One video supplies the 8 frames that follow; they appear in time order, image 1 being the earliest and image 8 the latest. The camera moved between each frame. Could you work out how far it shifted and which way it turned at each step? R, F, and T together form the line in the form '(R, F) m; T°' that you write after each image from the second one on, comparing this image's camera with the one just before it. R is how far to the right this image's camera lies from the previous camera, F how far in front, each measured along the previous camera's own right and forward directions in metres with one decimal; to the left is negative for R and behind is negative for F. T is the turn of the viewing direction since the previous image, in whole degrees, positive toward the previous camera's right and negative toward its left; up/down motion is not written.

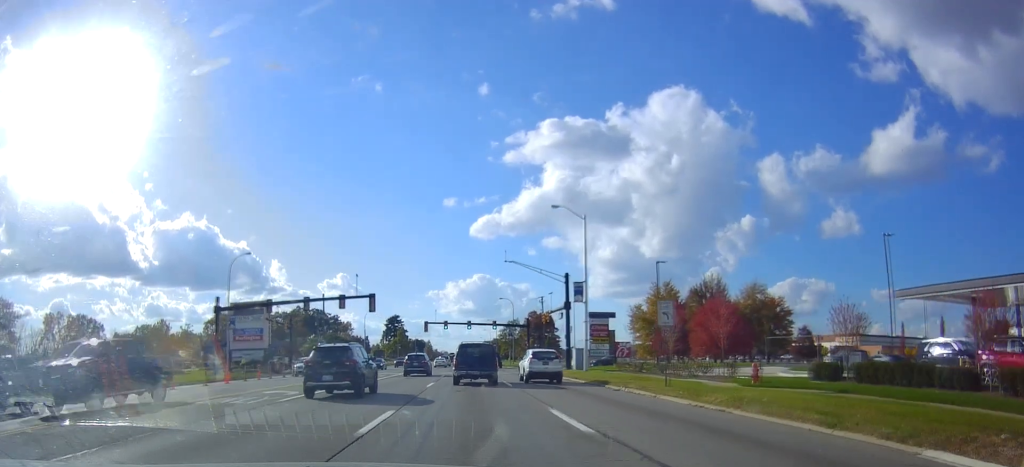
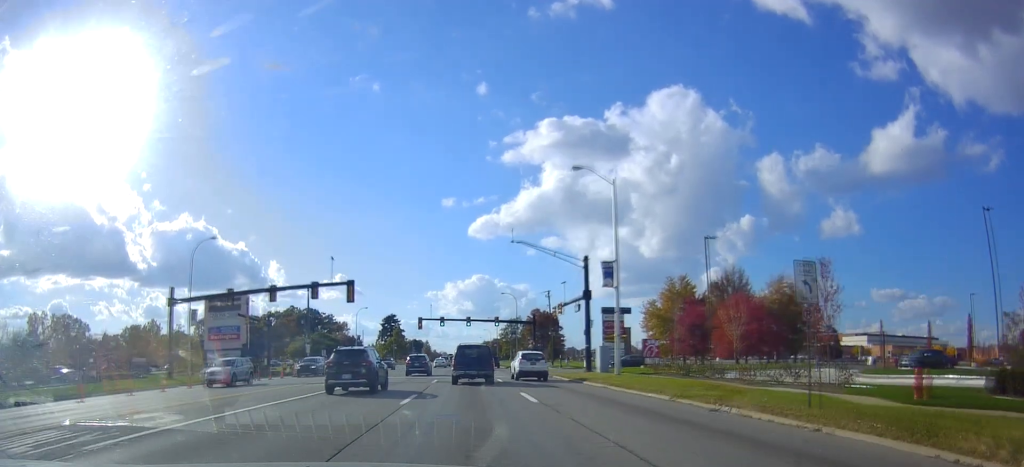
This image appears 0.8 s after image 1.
(-0.3, +9.7) m; -2°
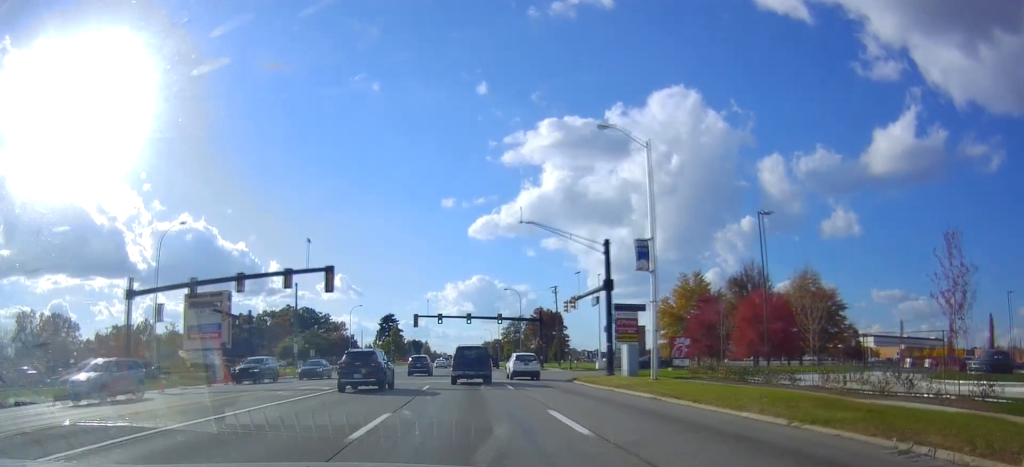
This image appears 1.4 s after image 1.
(-0.1, +6.9) m; 0°
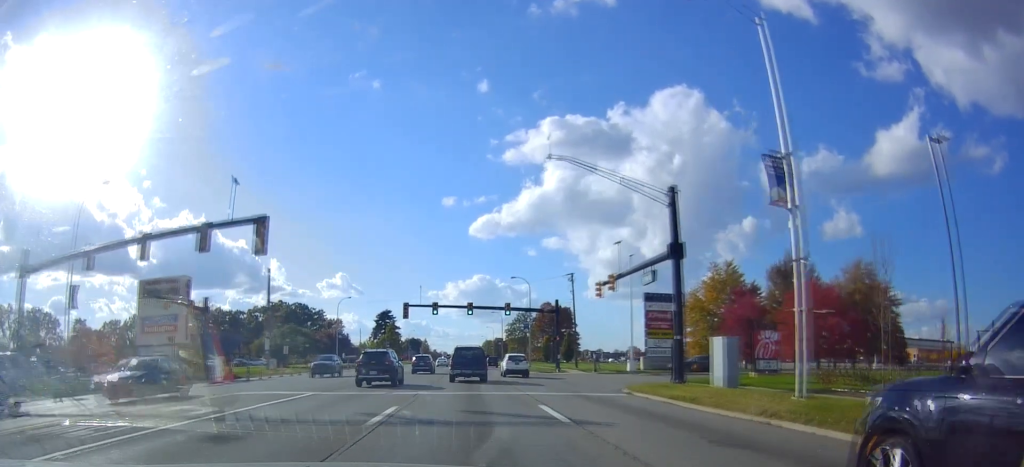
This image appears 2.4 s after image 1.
(+0.2, +12.9) m; +3°
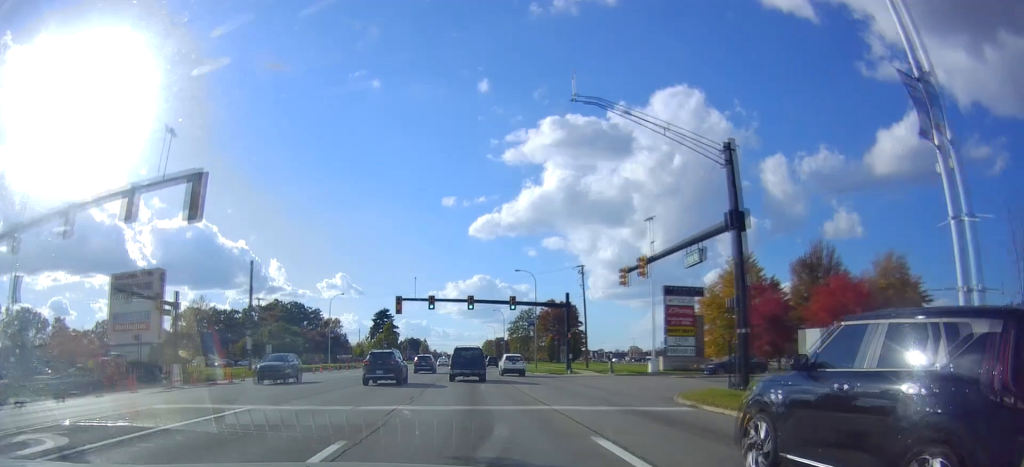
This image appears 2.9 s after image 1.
(+0.2, +6.4) m; +1°
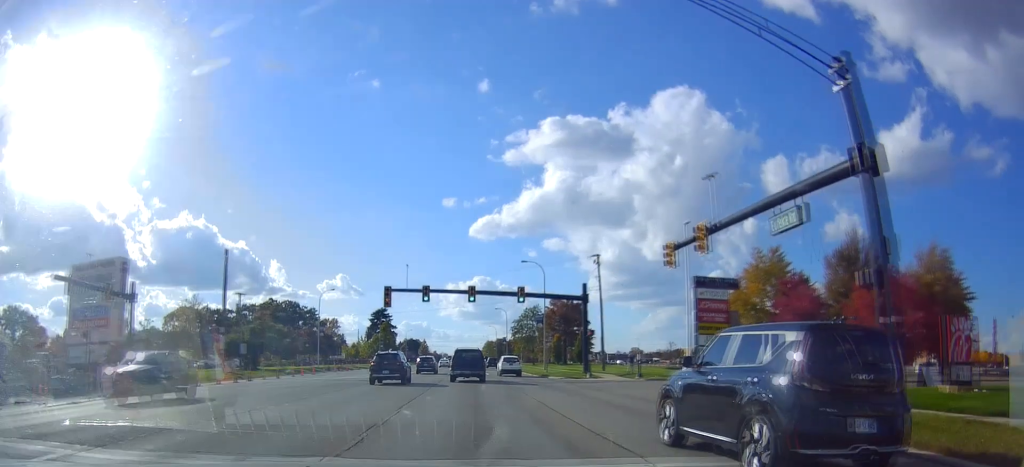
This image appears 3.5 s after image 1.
(+0.1, +7.9) m; 0°
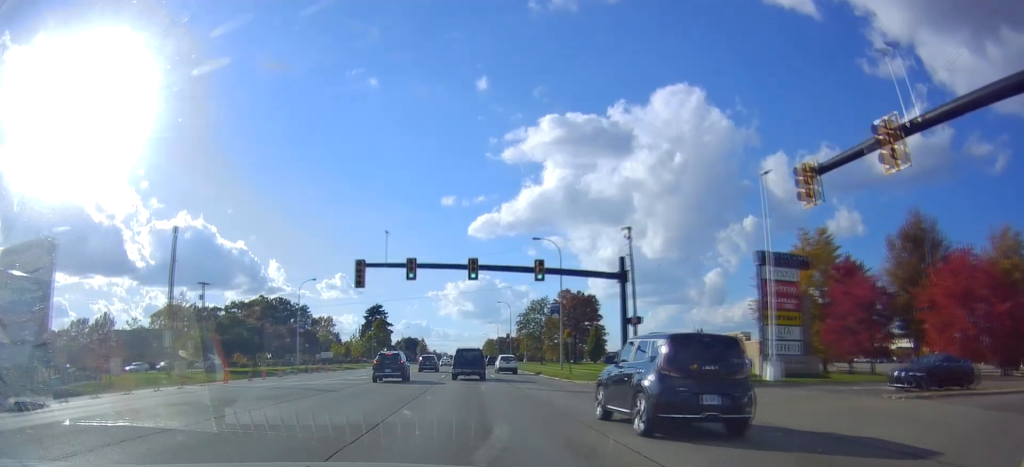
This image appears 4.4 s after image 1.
(-0.1, +11.6) m; -2°
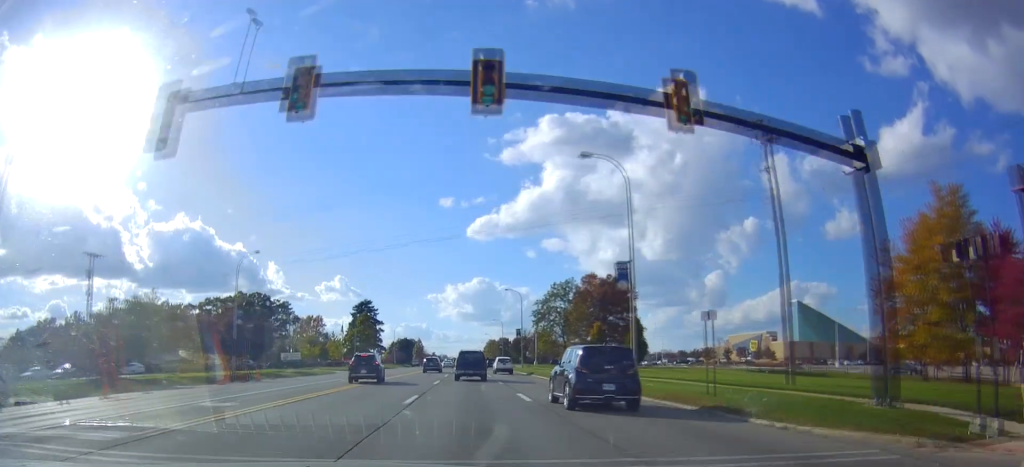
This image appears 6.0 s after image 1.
(-0.7, +22.3) m; 0°
